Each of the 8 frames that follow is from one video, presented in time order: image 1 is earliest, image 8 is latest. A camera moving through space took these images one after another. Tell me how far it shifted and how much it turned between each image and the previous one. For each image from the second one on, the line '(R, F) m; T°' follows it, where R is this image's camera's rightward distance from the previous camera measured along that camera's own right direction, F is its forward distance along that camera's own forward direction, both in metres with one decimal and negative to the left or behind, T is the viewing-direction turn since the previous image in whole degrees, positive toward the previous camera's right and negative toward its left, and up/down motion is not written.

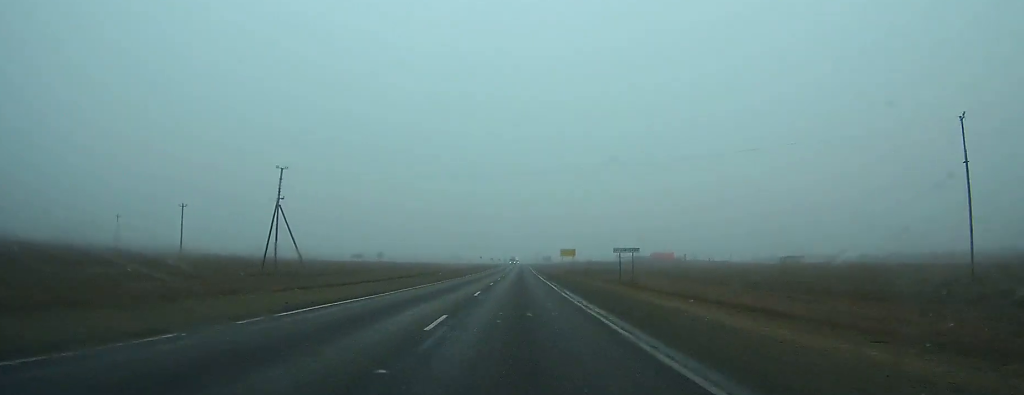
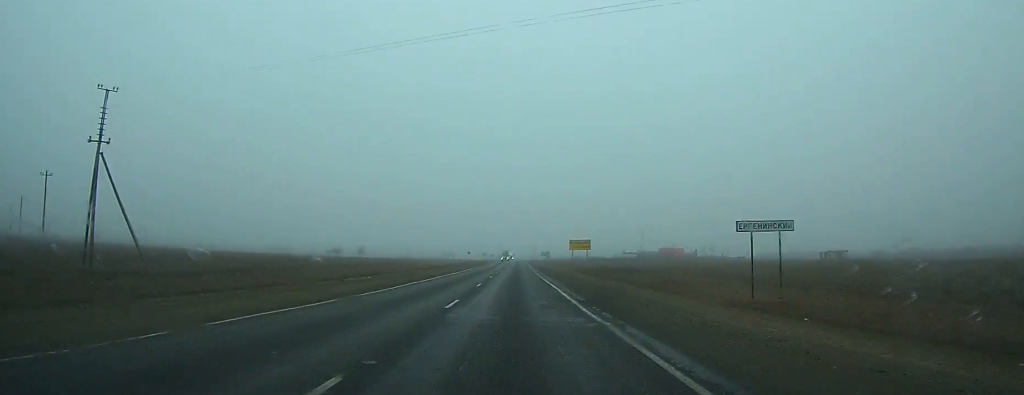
(+0.2, +31.5) m; 0°
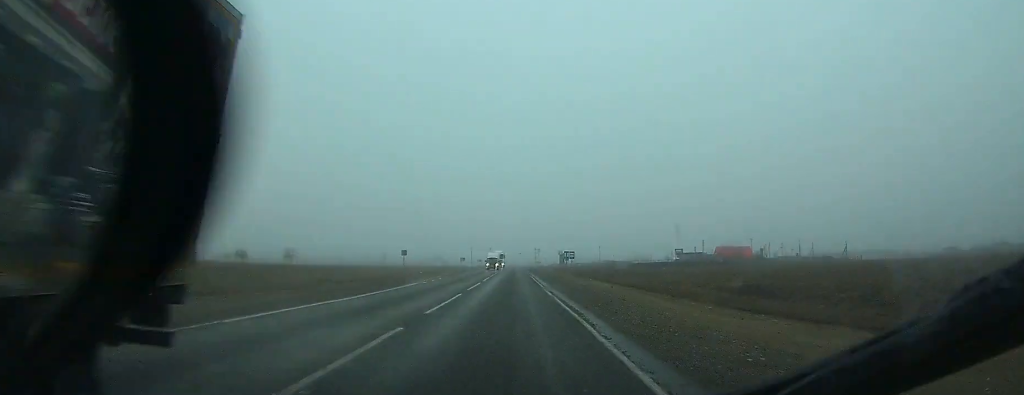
(+0.4, +99.7) m; 0°
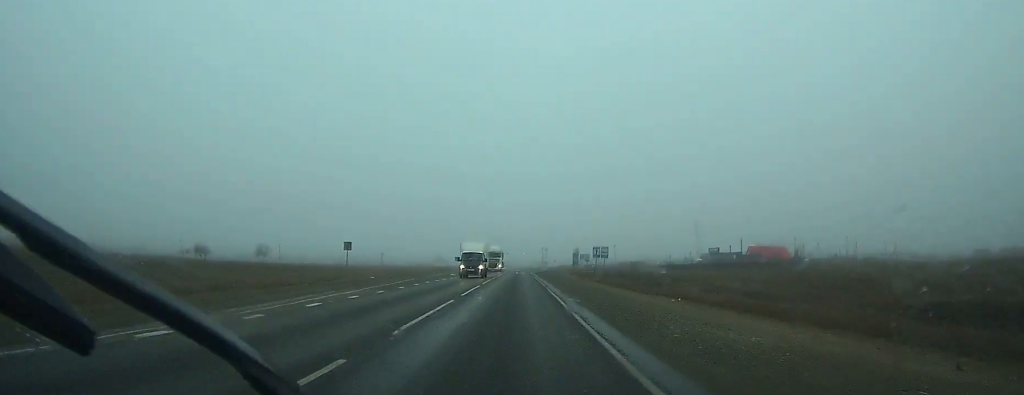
(0.0, +27.6) m; 0°
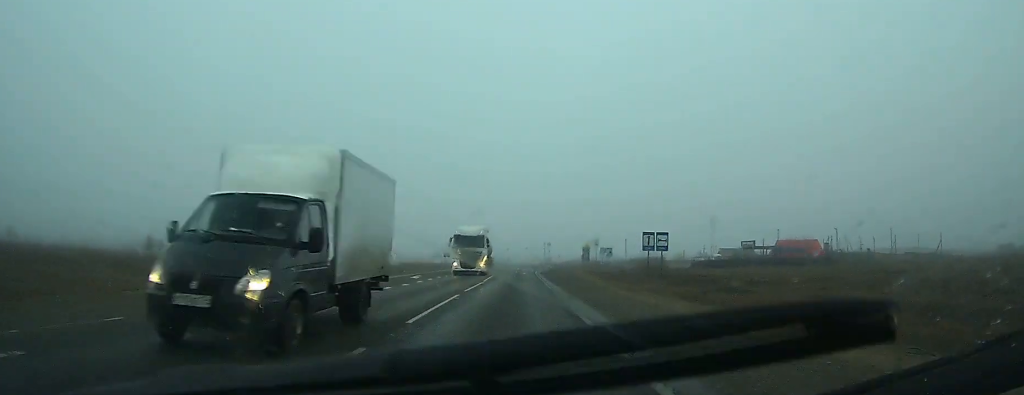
(-0.1, +21.6) m; 0°
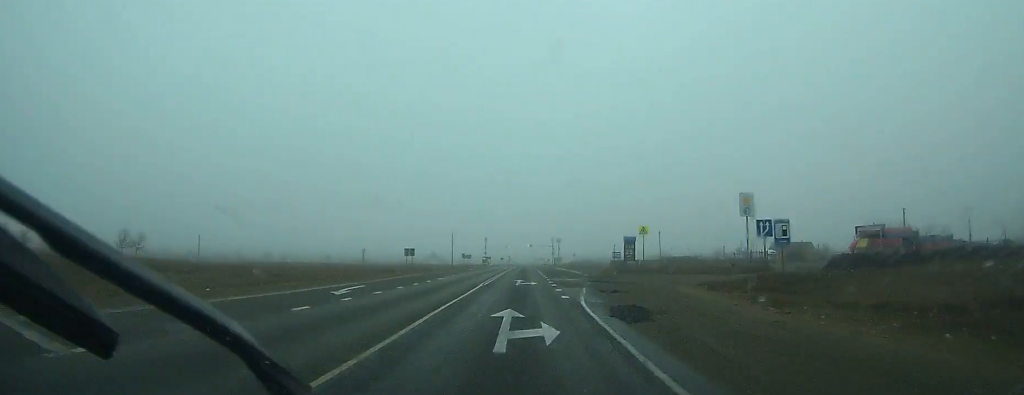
(0.0, +43.8) m; 0°
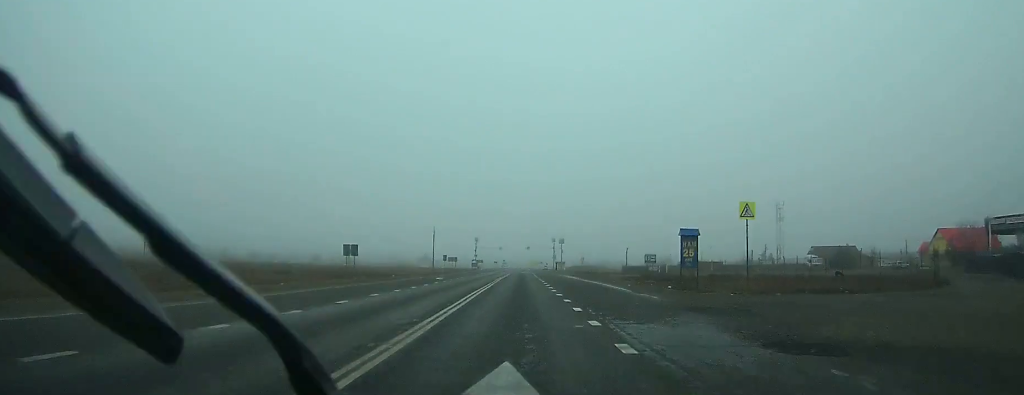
(+0.1, +26.5) m; 0°
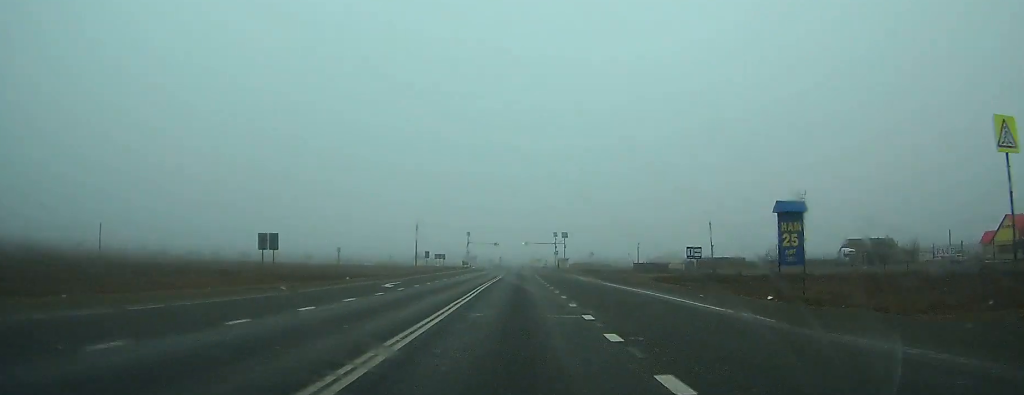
(0.0, +18.3) m; 0°
